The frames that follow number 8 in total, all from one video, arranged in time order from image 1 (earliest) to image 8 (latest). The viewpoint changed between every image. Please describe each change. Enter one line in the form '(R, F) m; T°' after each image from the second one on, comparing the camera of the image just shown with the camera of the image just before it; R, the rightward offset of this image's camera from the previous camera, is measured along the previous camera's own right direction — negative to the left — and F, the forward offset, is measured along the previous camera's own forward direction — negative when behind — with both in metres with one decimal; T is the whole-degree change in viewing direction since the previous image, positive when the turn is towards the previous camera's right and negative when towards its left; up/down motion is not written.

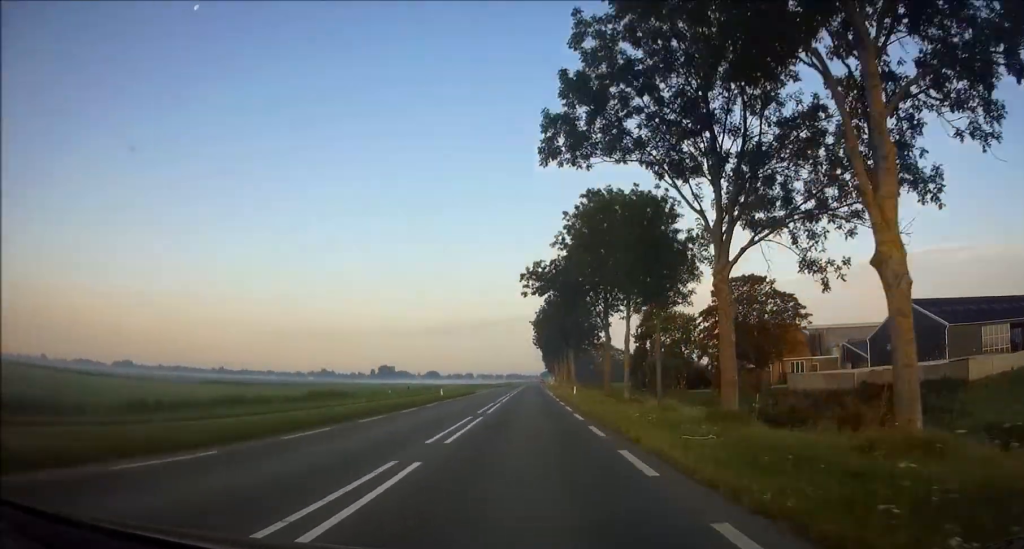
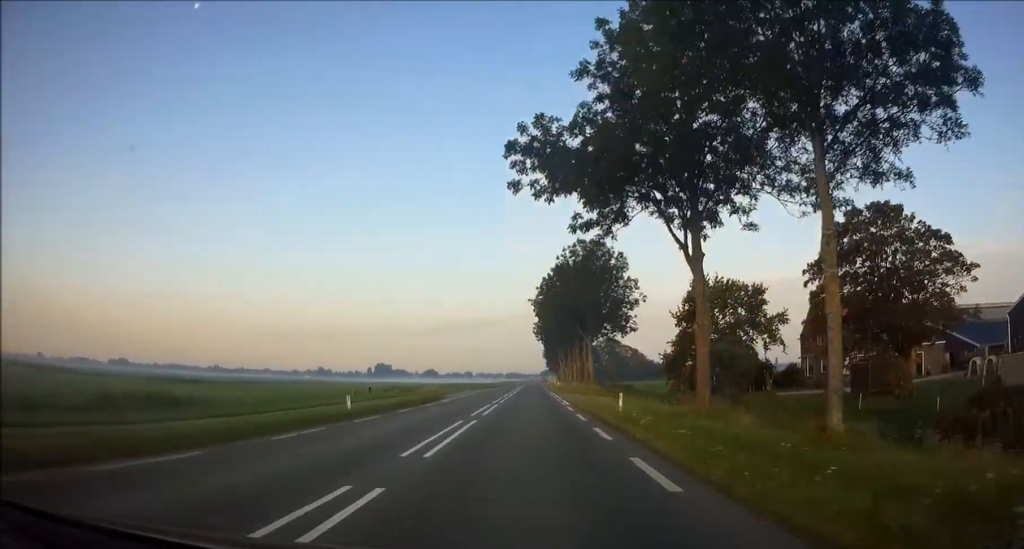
(+0.1, +25.4) m; 0°
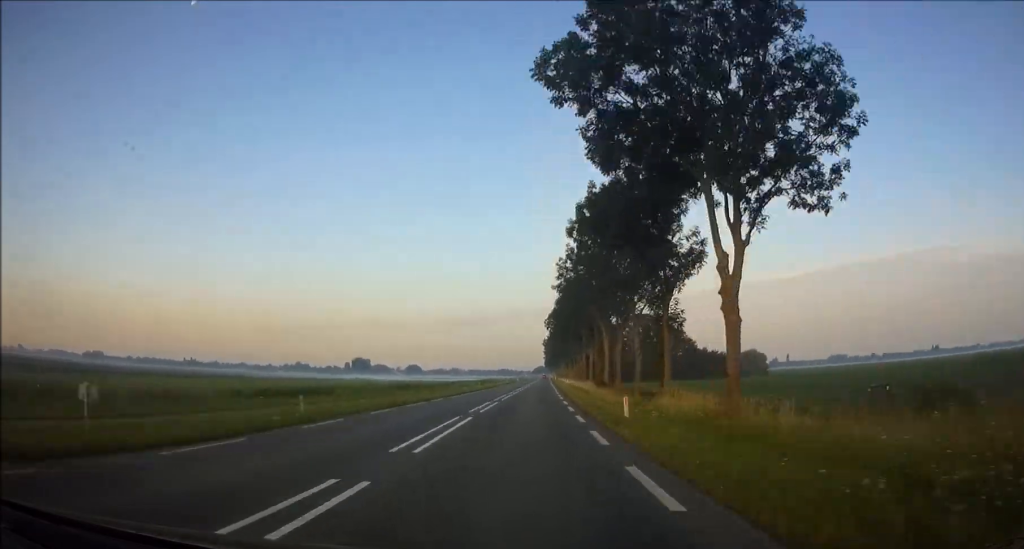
(+0.6, +103.3) m; +1°
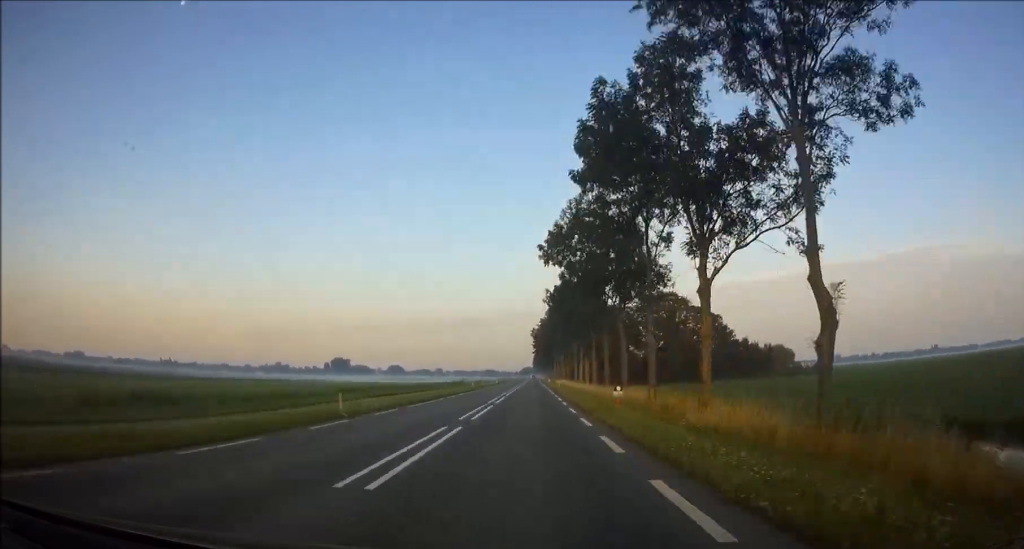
(+0.5, +49.2) m; +1°
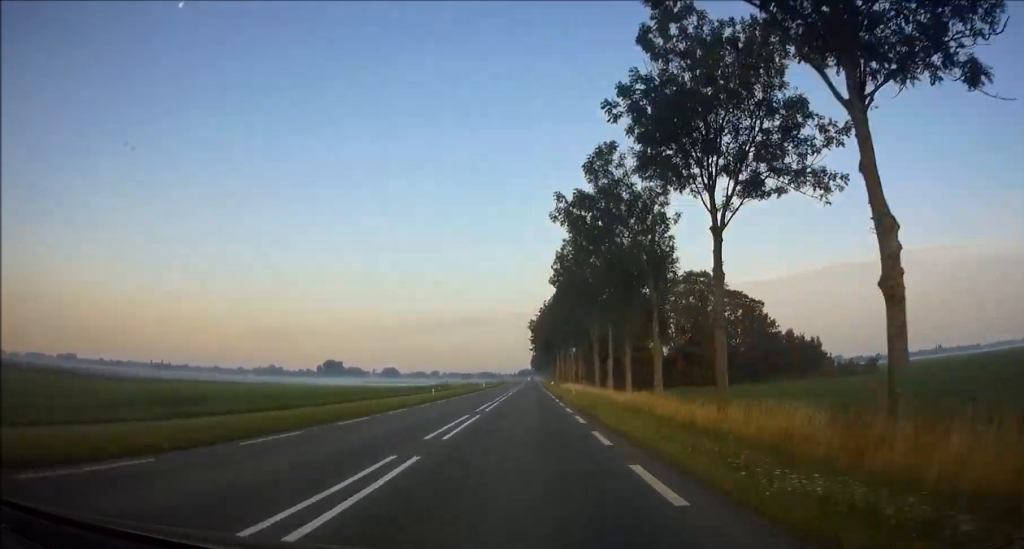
(+0.1, +28.6) m; 0°
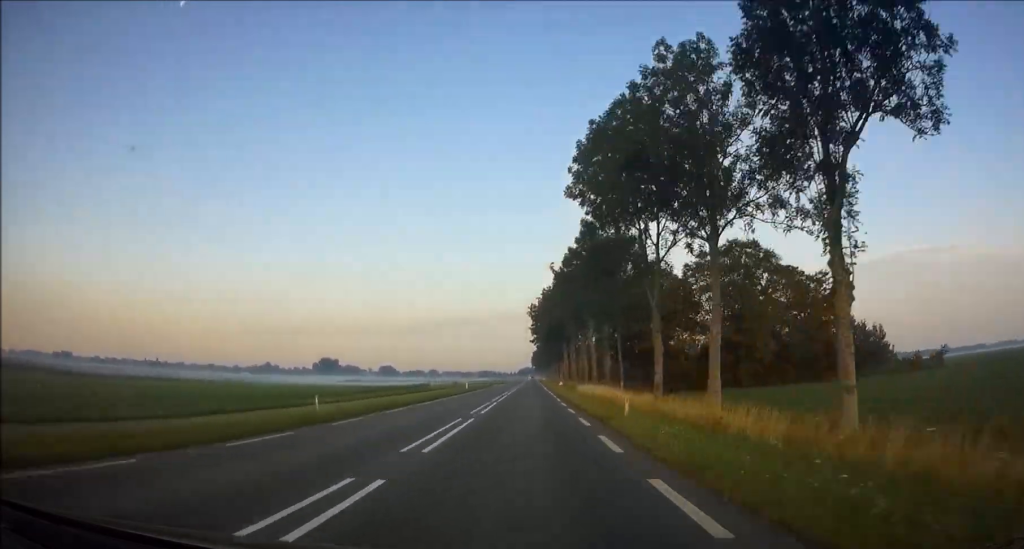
(0.0, +25.4) m; 0°
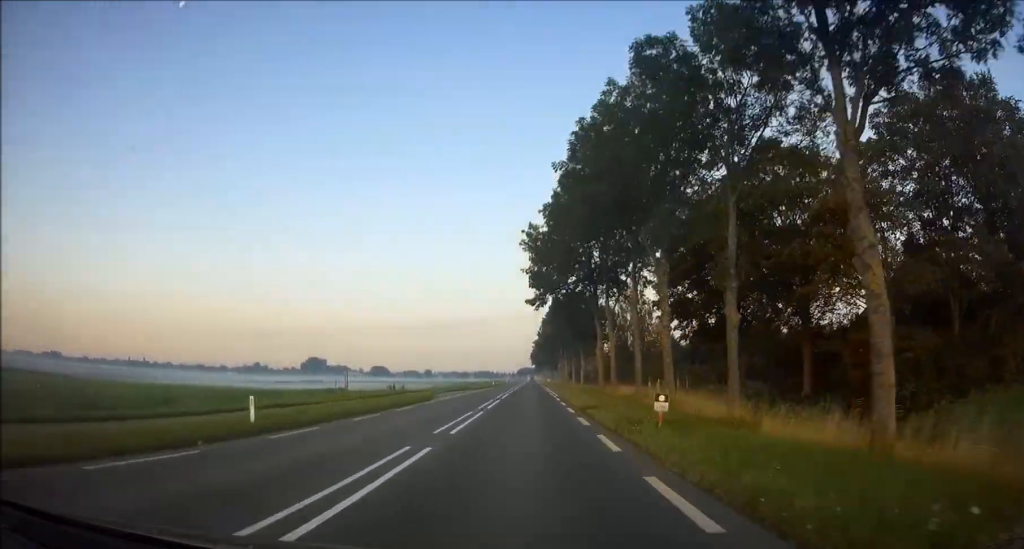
(0.0, +53.8) m; 0°
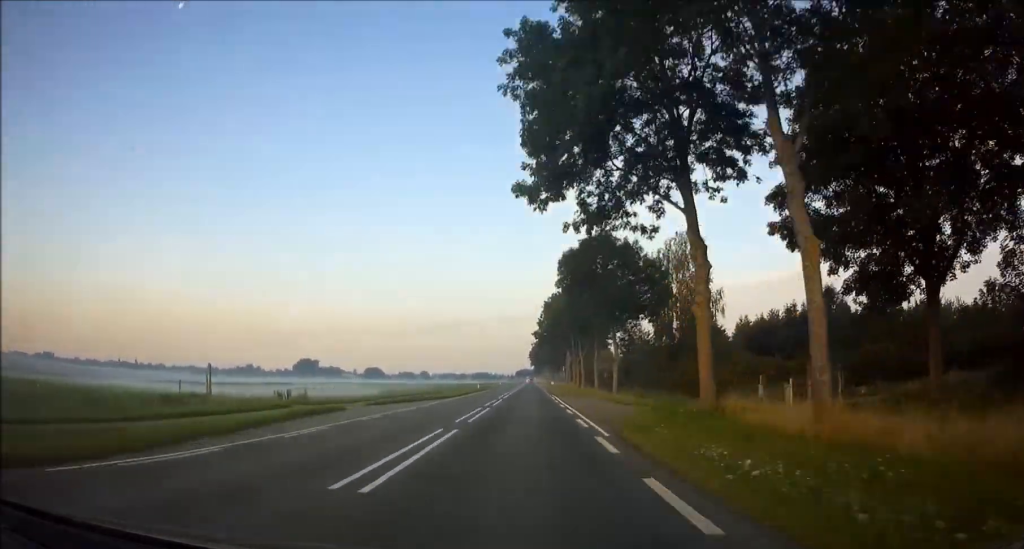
(0.0, +30.0) m; 0°
